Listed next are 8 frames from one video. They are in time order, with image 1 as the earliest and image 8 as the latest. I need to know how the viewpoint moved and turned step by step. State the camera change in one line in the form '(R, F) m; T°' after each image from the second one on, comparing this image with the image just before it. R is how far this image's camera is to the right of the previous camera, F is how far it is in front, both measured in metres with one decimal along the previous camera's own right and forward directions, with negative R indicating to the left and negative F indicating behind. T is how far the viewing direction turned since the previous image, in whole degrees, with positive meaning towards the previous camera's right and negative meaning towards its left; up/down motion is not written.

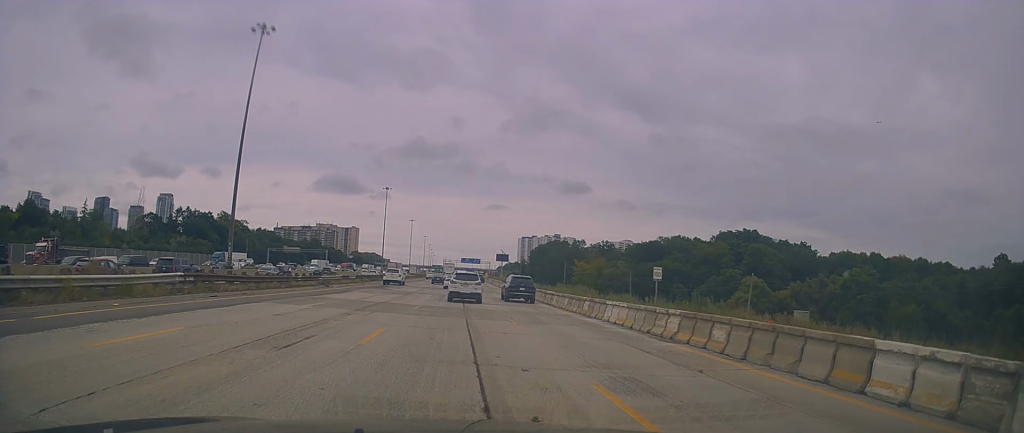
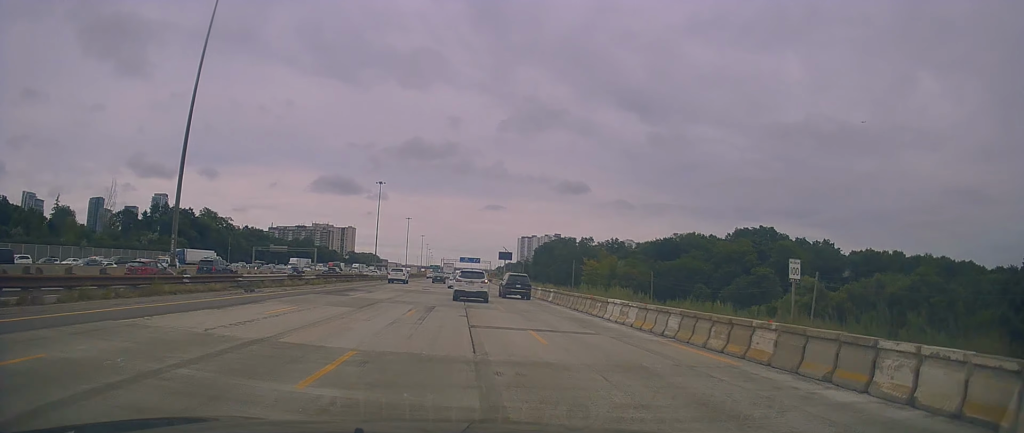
(0.0, +15.7) m; +1°
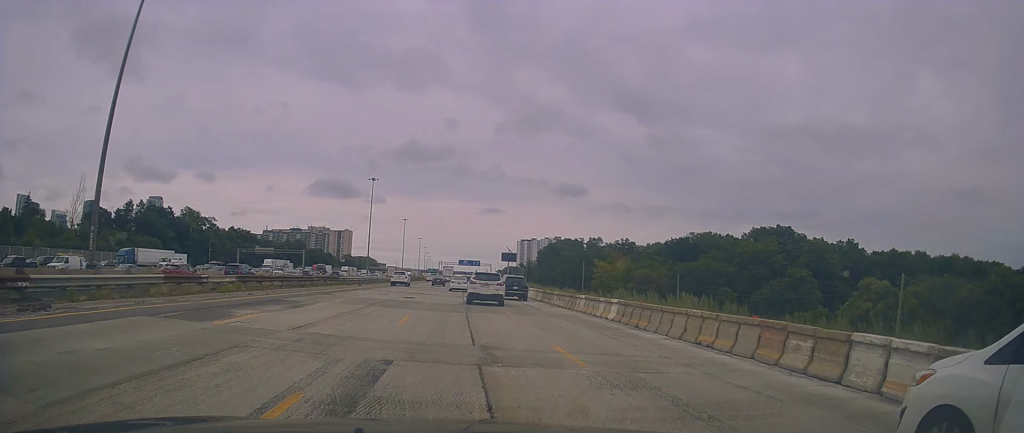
(+0.1, +14.8) m; +1°
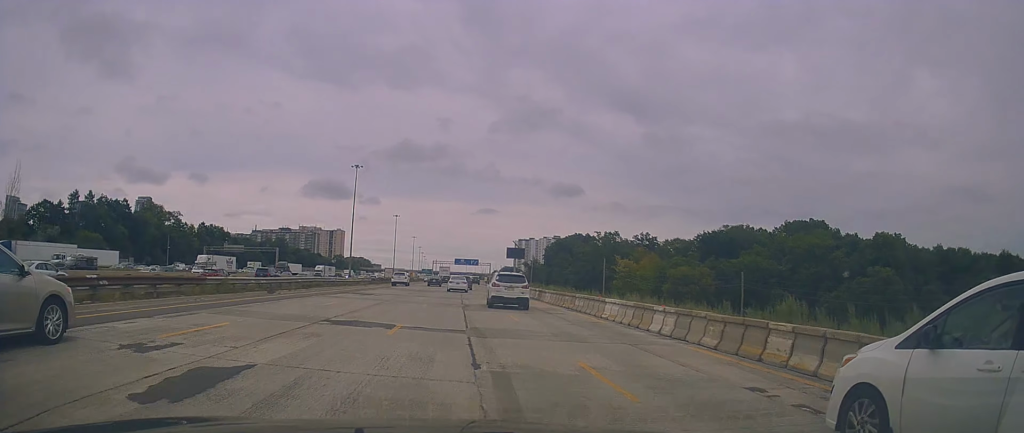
(+0.1, +25.8) m; -1°
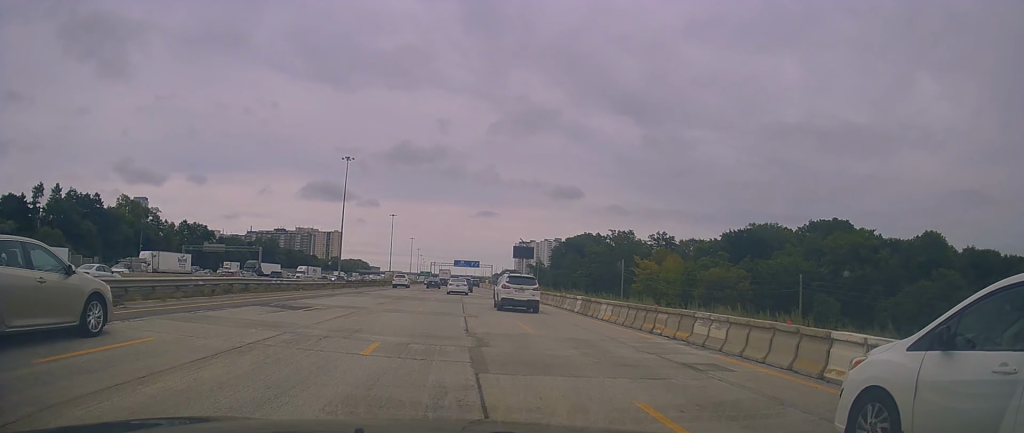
(-0.2, +15.1) m; -1°
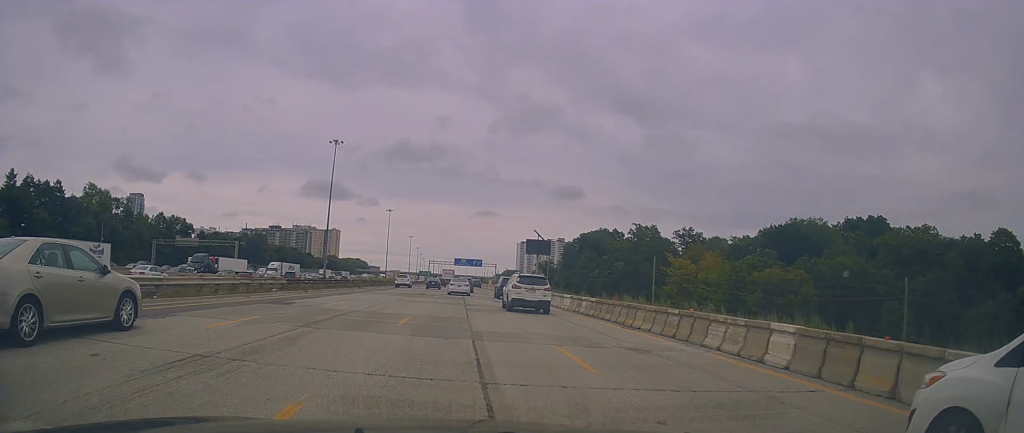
(0.0, +18.5) m; 0°
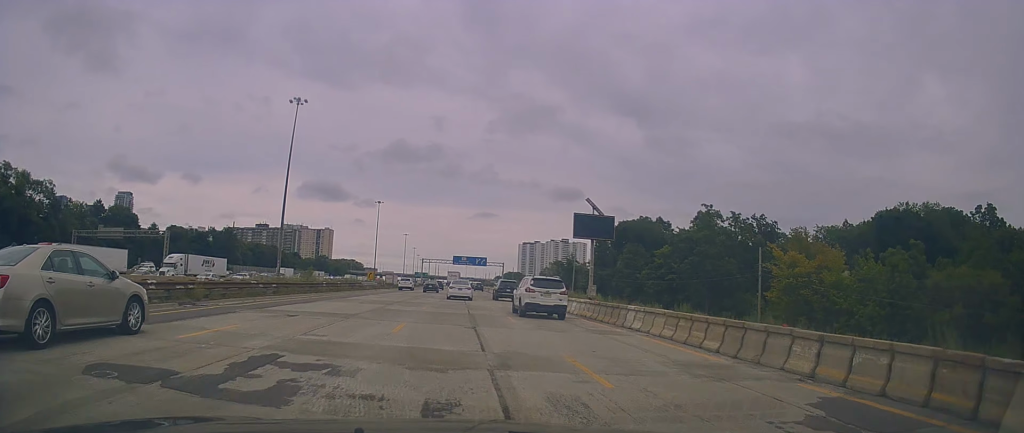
(0.0, +36.1) m; 0°
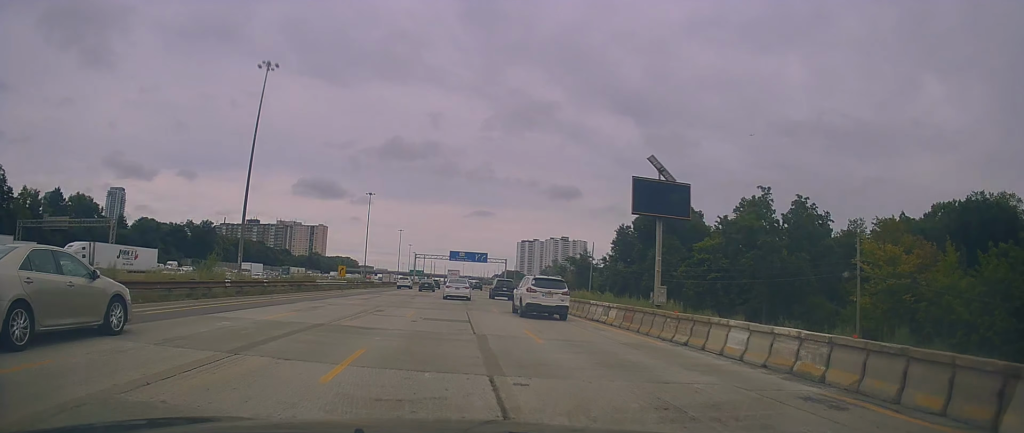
(+0.1, +18.3) m; +1°
